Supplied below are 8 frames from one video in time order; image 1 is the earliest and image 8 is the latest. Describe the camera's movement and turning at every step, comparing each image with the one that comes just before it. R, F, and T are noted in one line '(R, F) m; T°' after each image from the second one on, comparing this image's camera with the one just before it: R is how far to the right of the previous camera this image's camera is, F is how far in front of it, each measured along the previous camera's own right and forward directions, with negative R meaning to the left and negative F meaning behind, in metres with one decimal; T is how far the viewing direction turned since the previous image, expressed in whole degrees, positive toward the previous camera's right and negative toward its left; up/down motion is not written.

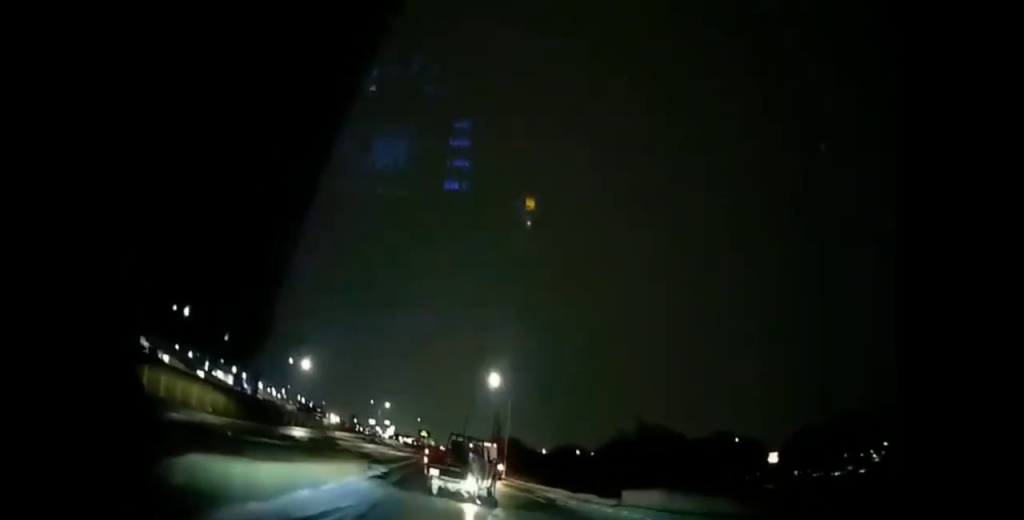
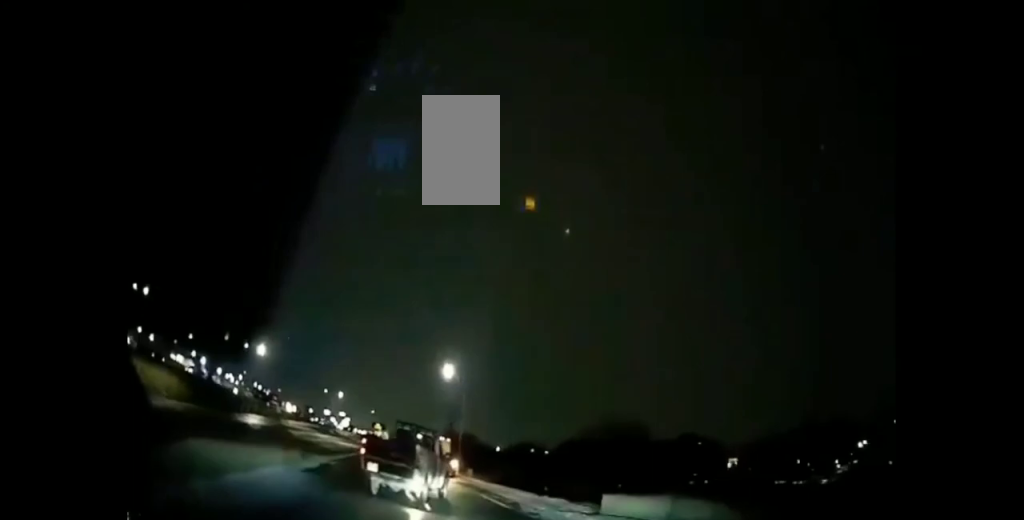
(0.0, +3.2) m; 0°
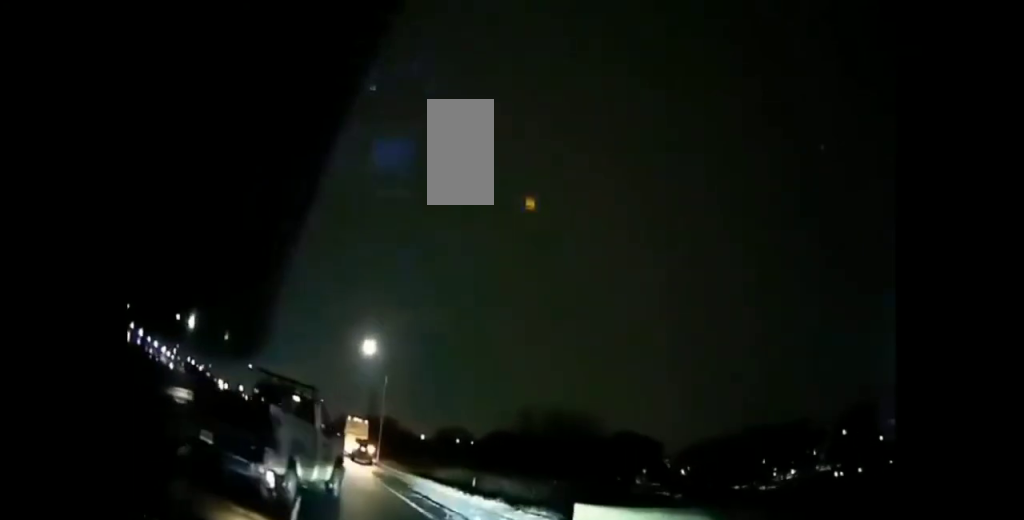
(0.0, +5.7) m; +1°
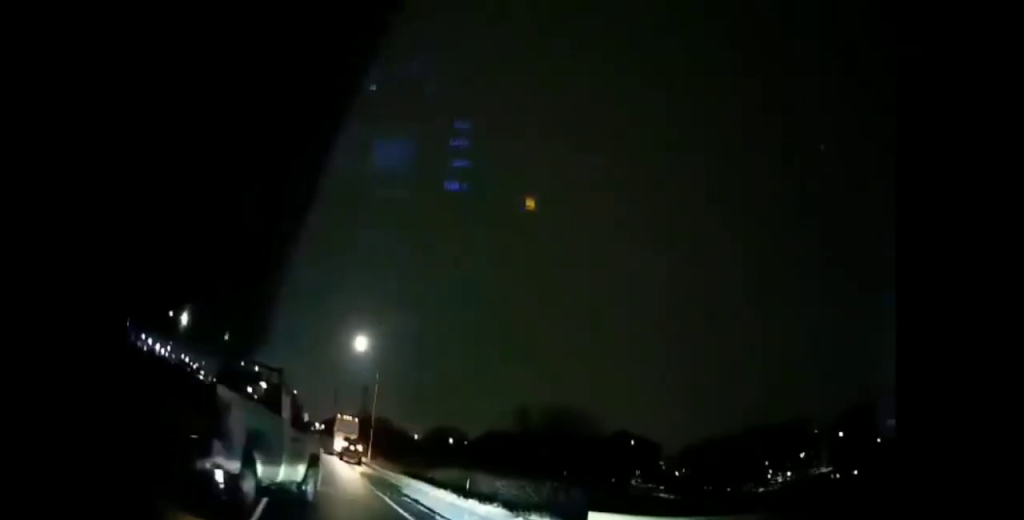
(0.0, +1.6) m; 0°
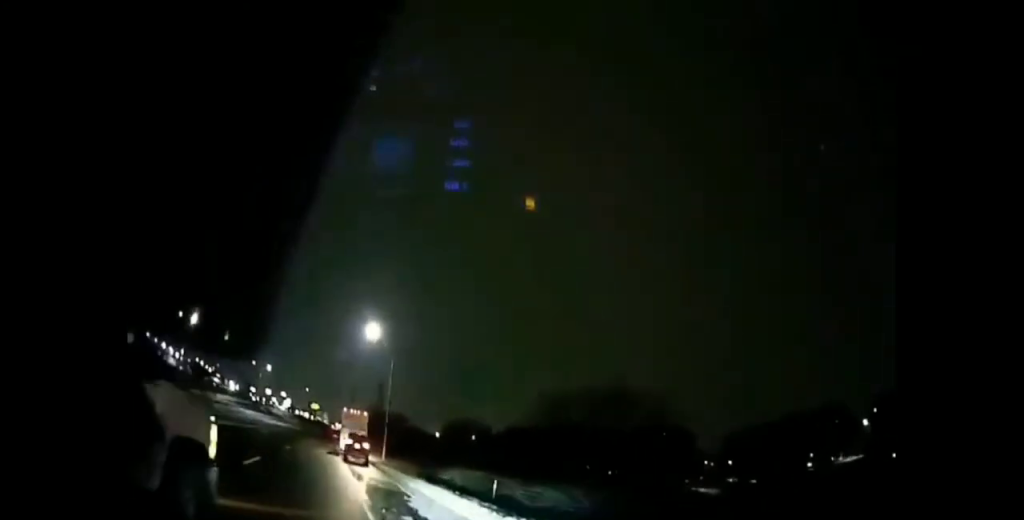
(0.0, +6.0) m; 0°
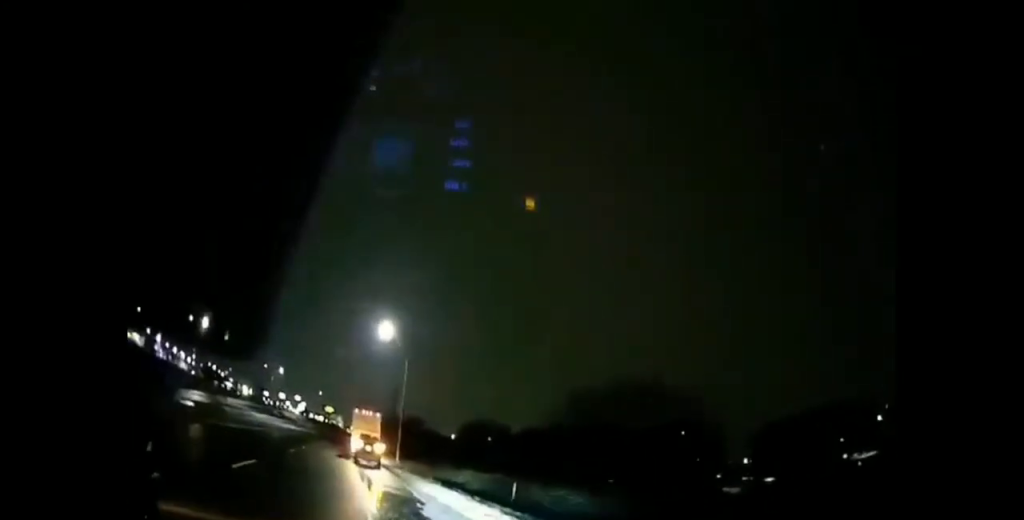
(0.0, +1.8) m; 0°
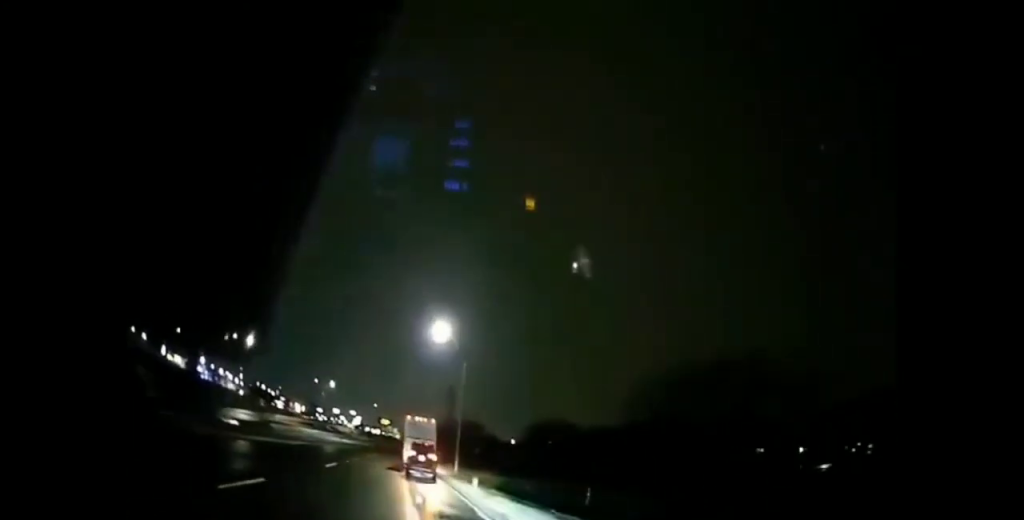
(0.0, +3.9) m; 0°
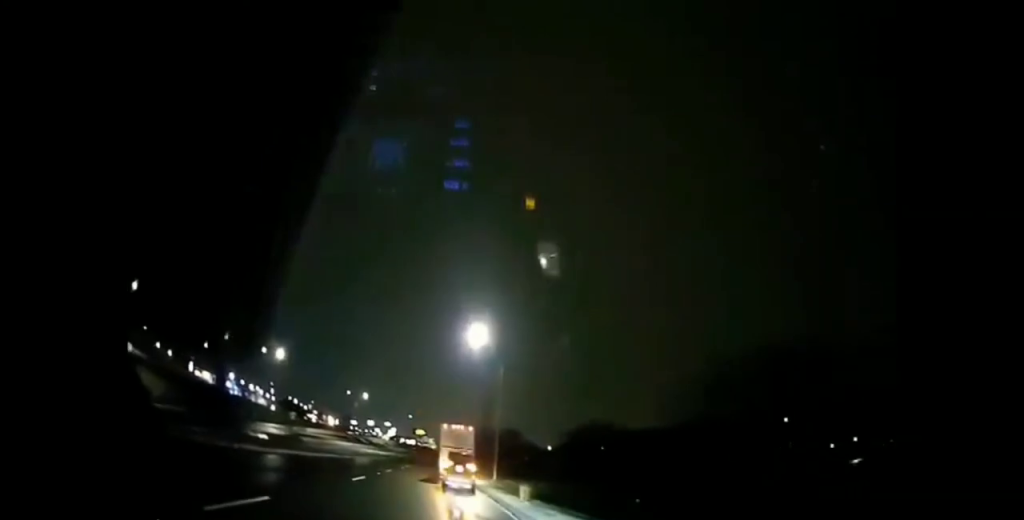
(0.0, +2.2) m; -2°
